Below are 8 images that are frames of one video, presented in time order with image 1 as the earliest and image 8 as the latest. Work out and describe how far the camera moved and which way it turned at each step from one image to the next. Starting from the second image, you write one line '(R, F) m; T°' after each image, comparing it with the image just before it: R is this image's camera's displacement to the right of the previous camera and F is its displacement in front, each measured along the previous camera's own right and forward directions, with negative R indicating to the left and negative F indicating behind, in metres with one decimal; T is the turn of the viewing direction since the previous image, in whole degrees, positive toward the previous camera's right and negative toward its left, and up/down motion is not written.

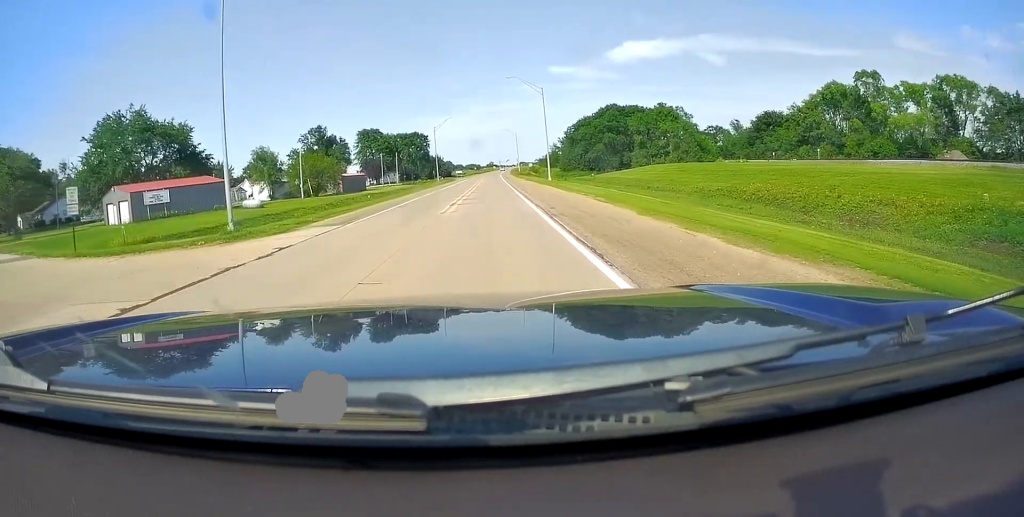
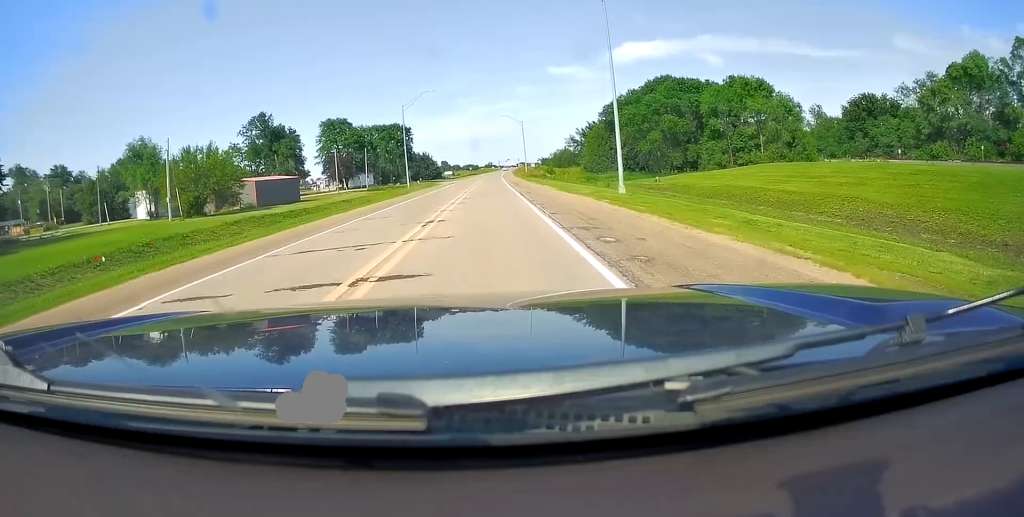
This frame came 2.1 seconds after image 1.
(0.0, +38.8) m; +1°
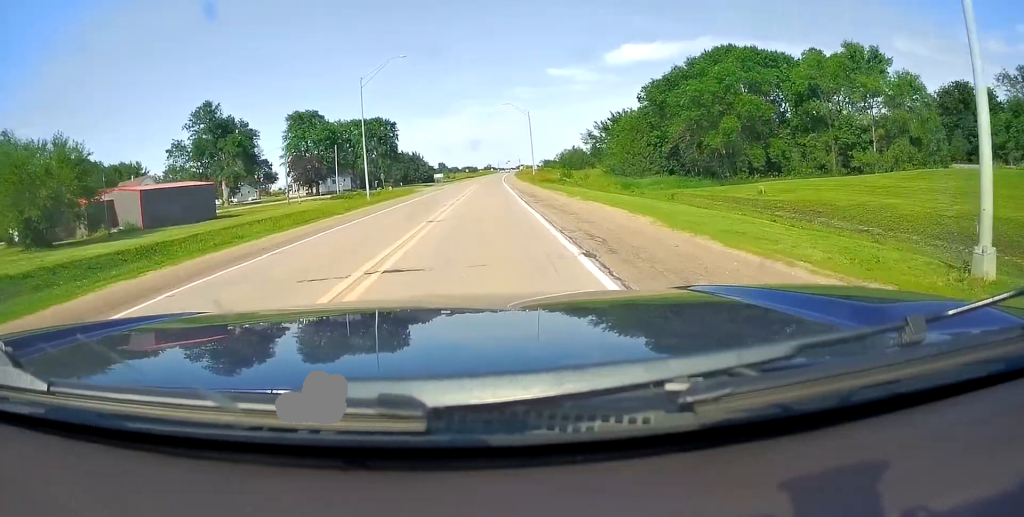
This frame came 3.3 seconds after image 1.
(+0.1, +23.4) m; -2°
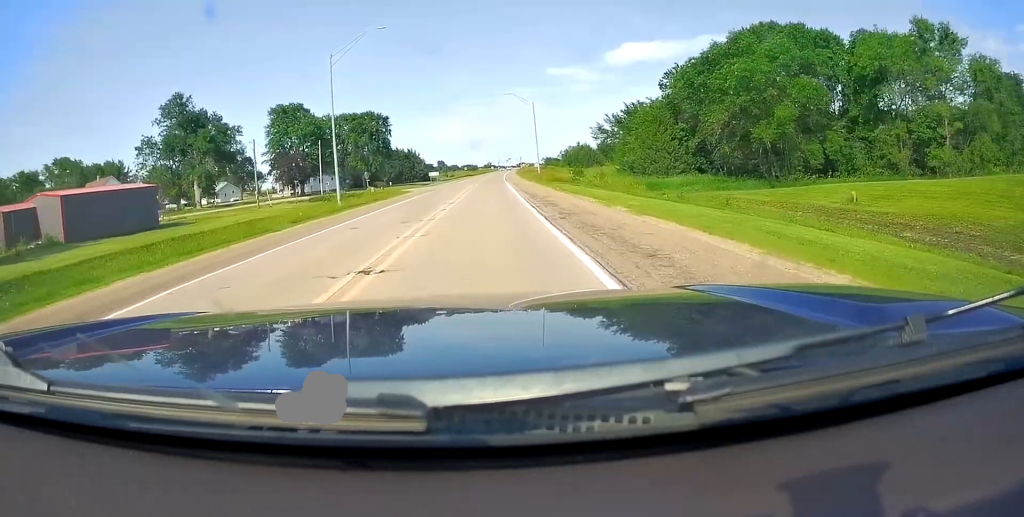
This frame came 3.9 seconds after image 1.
(-0.4, +10.0) m; 0°
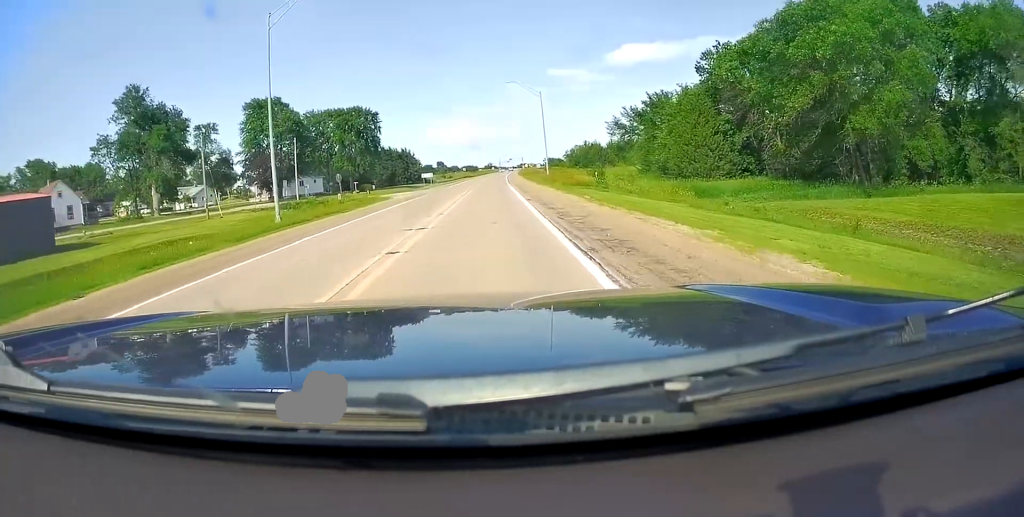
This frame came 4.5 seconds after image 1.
(-0.2, +12.3) m; 0°
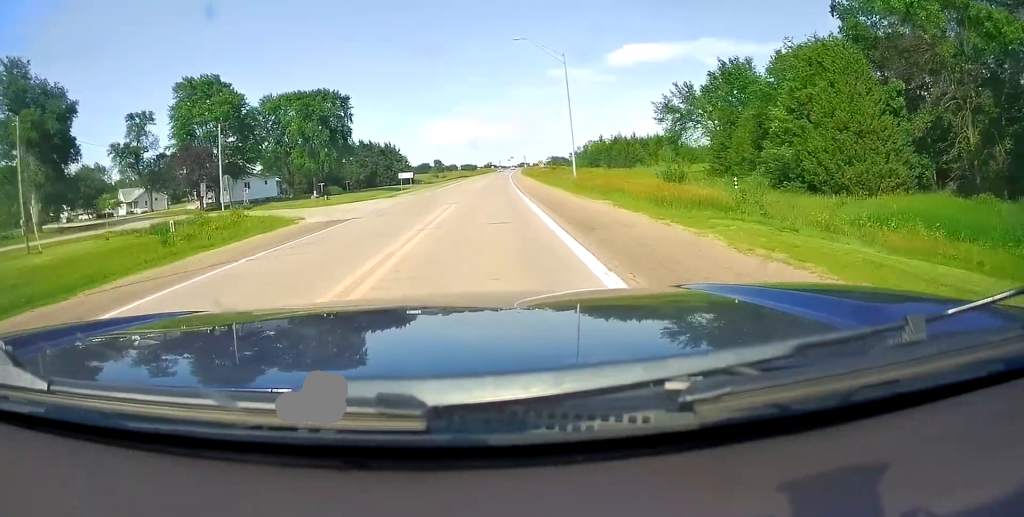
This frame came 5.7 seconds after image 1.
(+0.6, +24.2) m; +1°
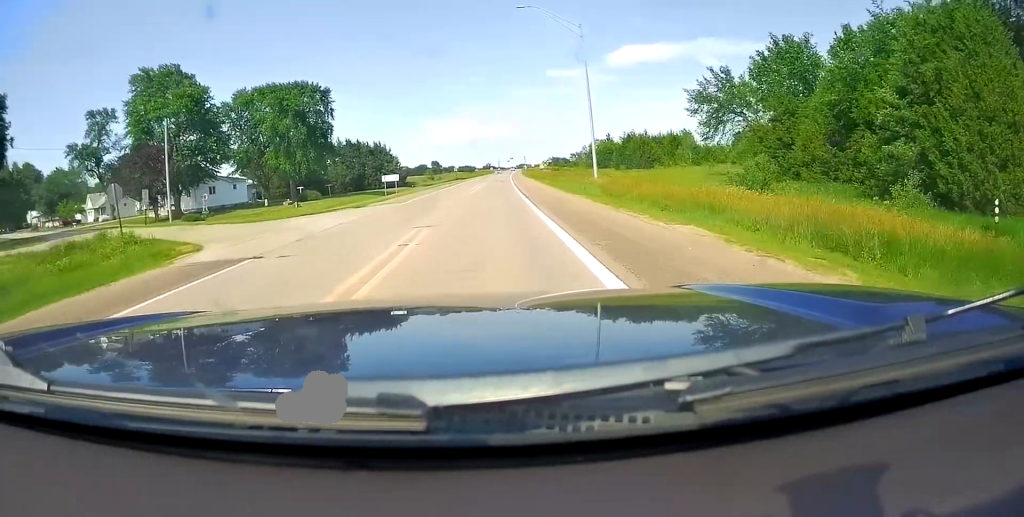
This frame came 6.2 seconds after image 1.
(-0.1, +10.7) m; 0°
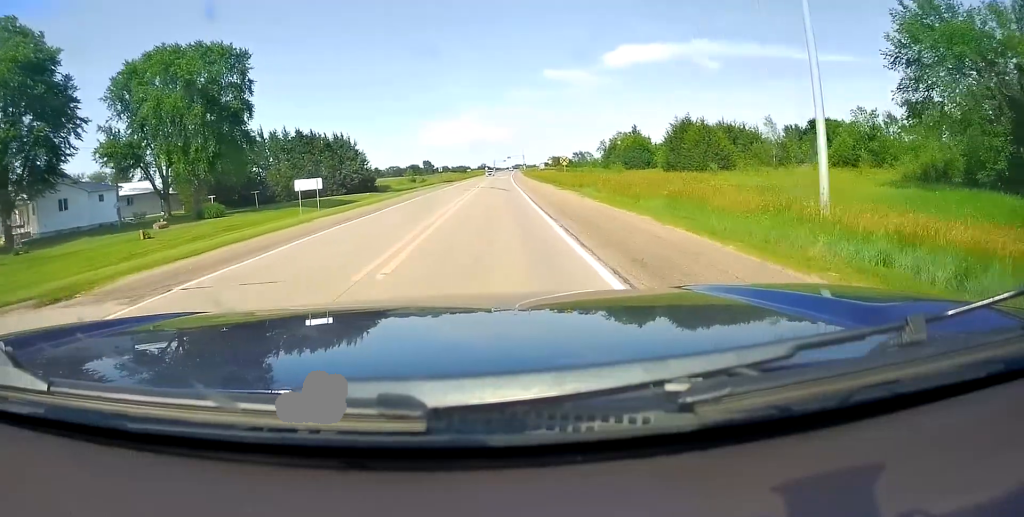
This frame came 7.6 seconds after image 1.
(0.0, +28.3) m; 0°
